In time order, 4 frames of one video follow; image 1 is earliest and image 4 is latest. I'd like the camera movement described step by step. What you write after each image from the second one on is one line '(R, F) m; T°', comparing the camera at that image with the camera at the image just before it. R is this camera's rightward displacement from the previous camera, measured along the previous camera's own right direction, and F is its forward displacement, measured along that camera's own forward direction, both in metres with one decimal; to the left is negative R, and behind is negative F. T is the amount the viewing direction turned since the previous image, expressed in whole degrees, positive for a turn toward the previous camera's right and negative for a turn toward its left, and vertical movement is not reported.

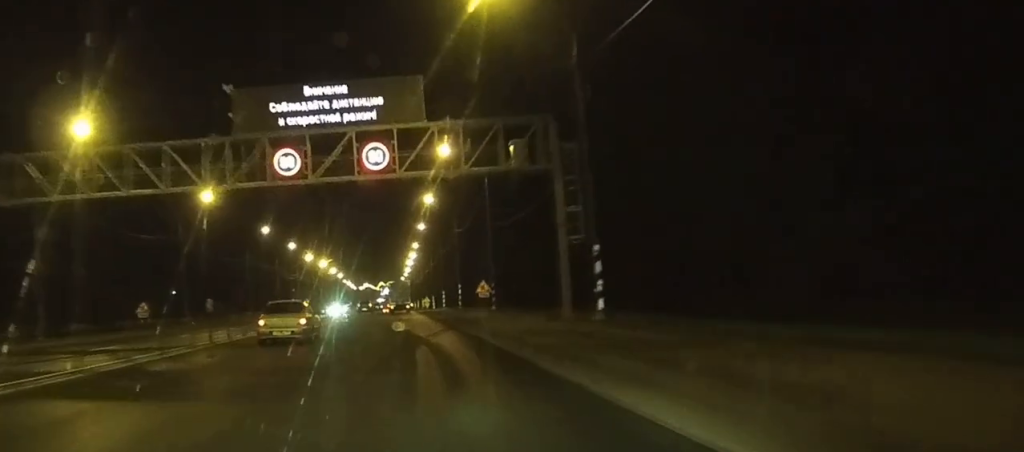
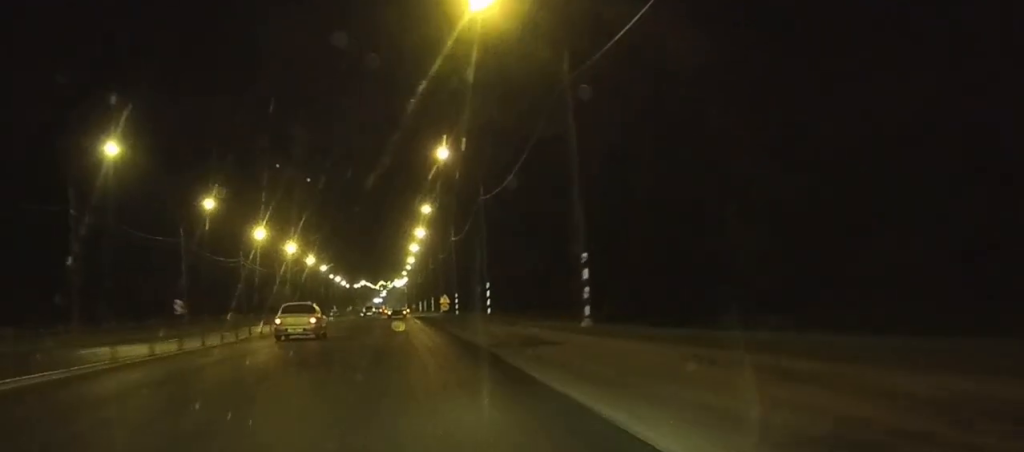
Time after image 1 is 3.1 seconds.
(0.0, +59.9) m; 0°
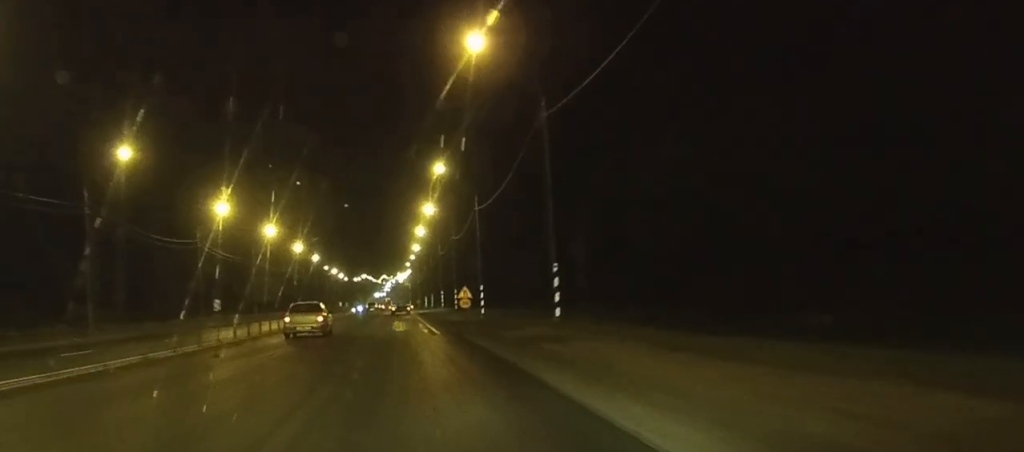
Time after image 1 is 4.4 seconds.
(0.0, +25.1) m; 0°
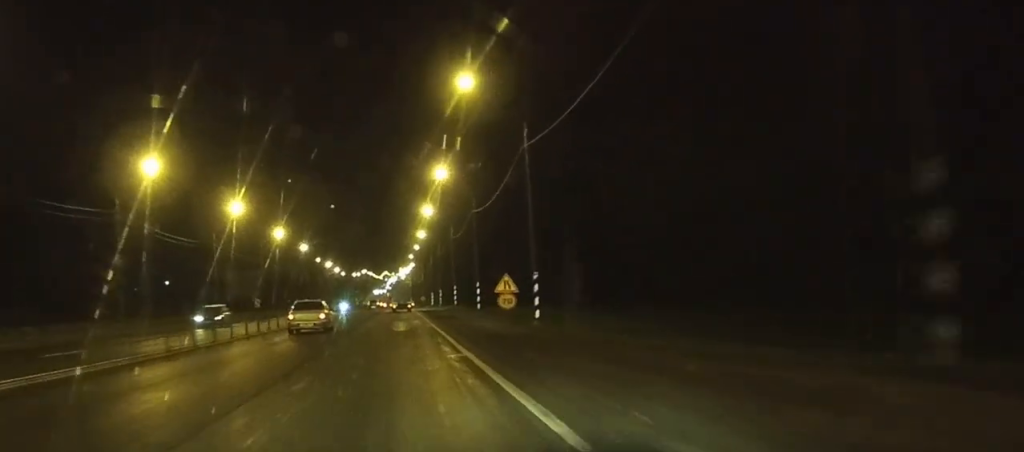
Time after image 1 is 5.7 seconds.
(-0.1, +25.1) m; -1°
